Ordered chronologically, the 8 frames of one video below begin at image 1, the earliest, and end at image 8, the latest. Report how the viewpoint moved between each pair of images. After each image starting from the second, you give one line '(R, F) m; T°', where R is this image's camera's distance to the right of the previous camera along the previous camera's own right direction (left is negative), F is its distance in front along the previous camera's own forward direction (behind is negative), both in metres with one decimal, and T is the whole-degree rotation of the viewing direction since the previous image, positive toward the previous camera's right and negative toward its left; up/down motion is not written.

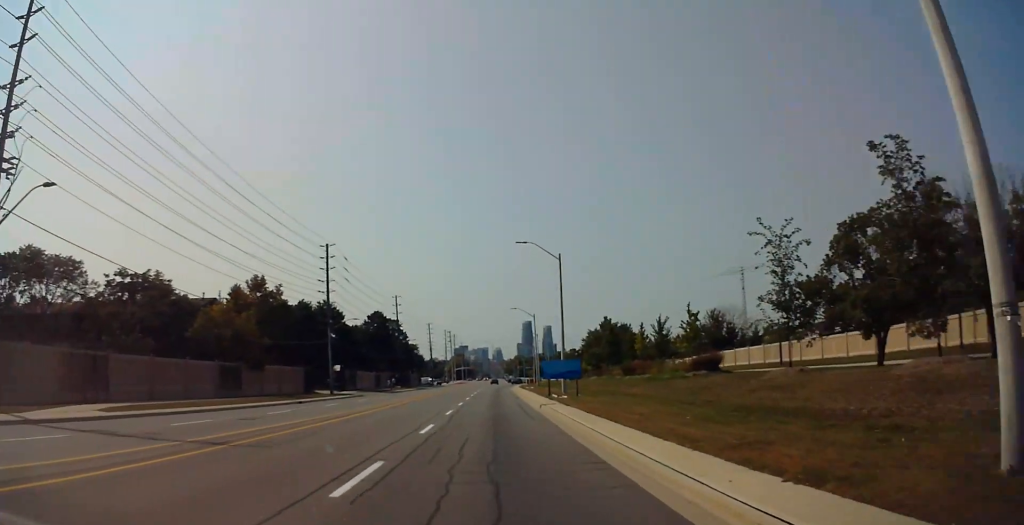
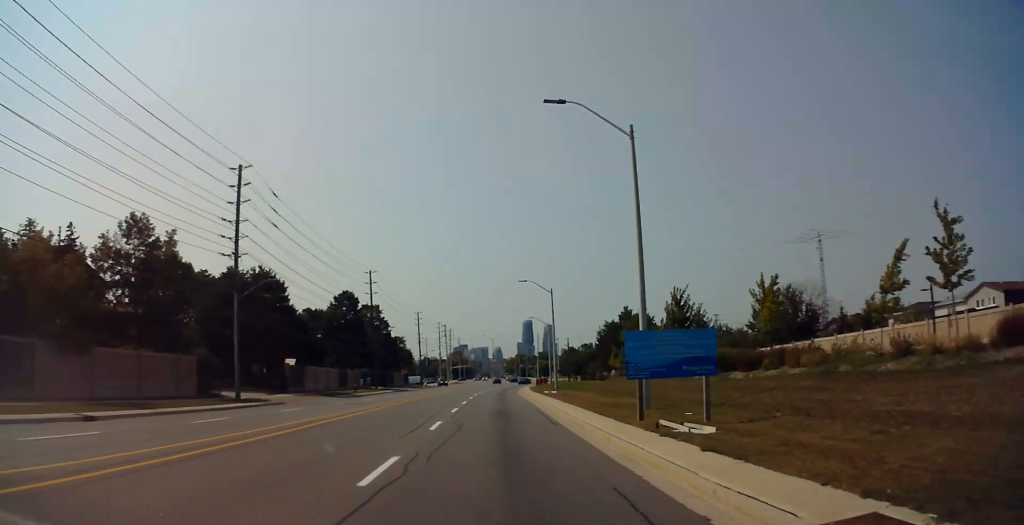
(+0.6, +27.2) m; +2°
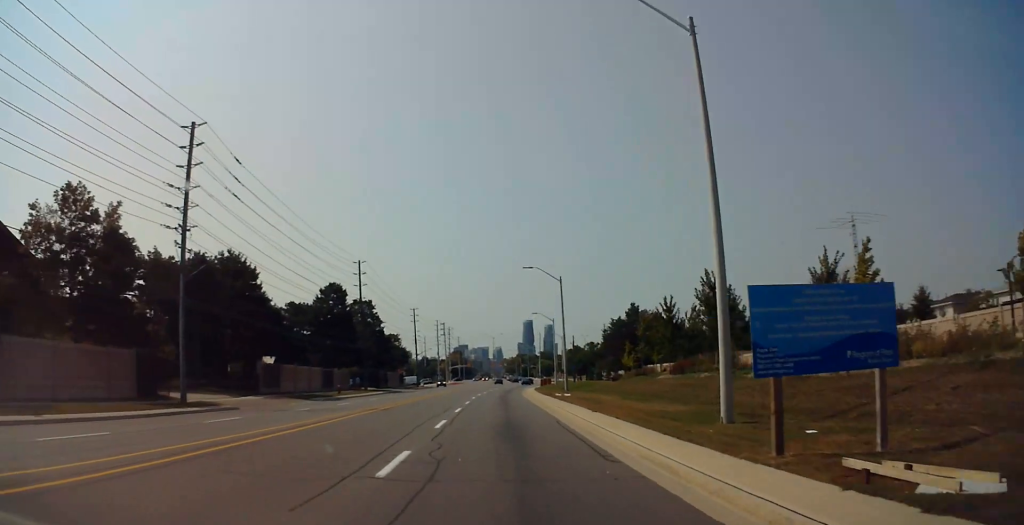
(0.0, +8.6) m; 0°
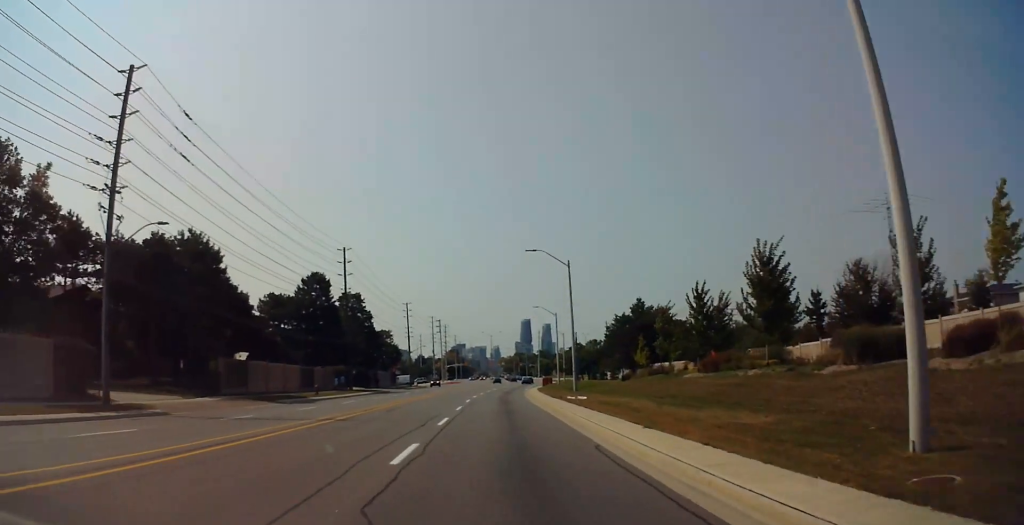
(0.0, +8.1) m; 0°
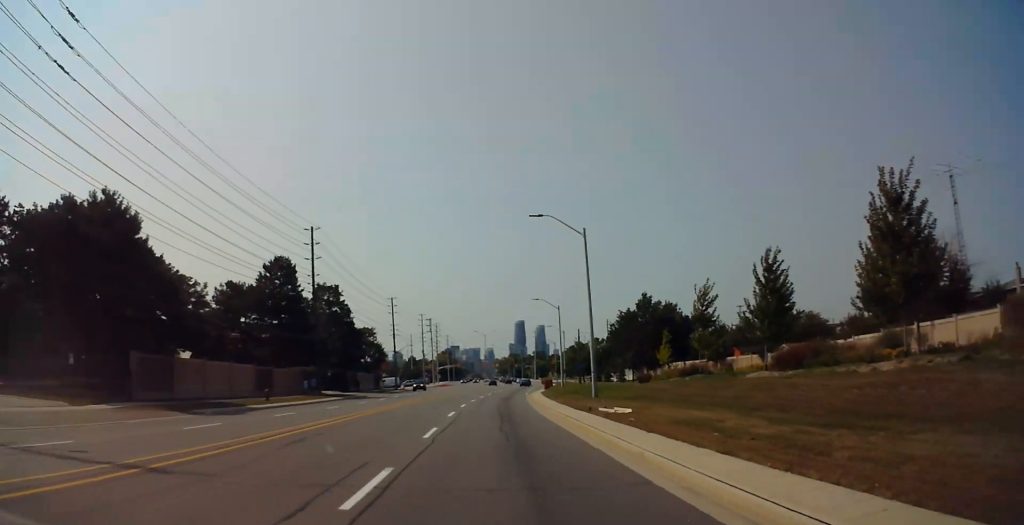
(+0.1, +12.4) m; -1°
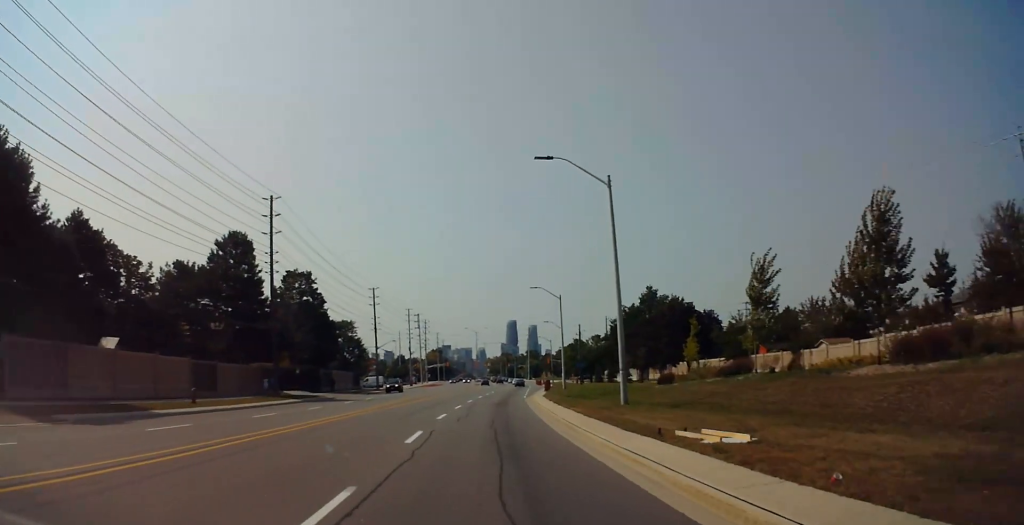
(-0.2, +11.2) m; 0°
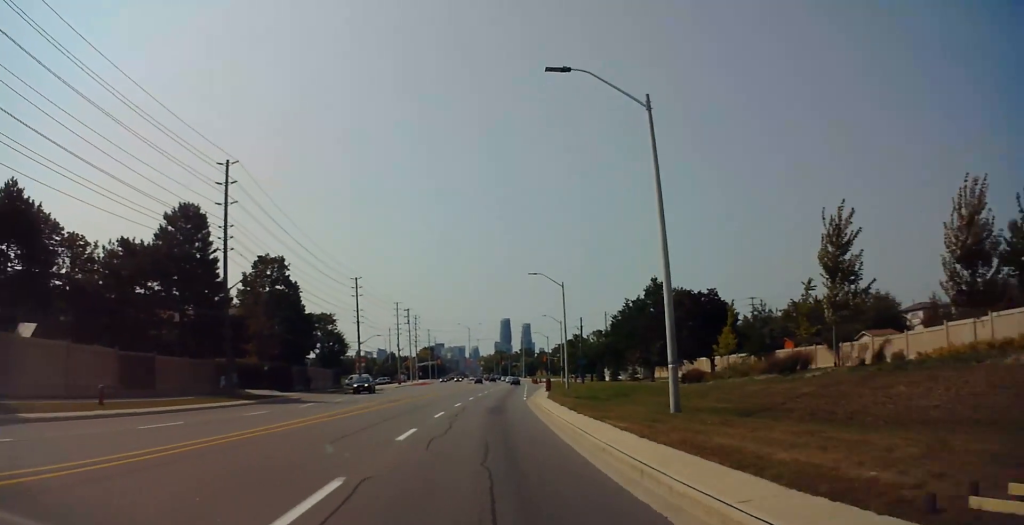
(0.0, +9.2) m; 0°
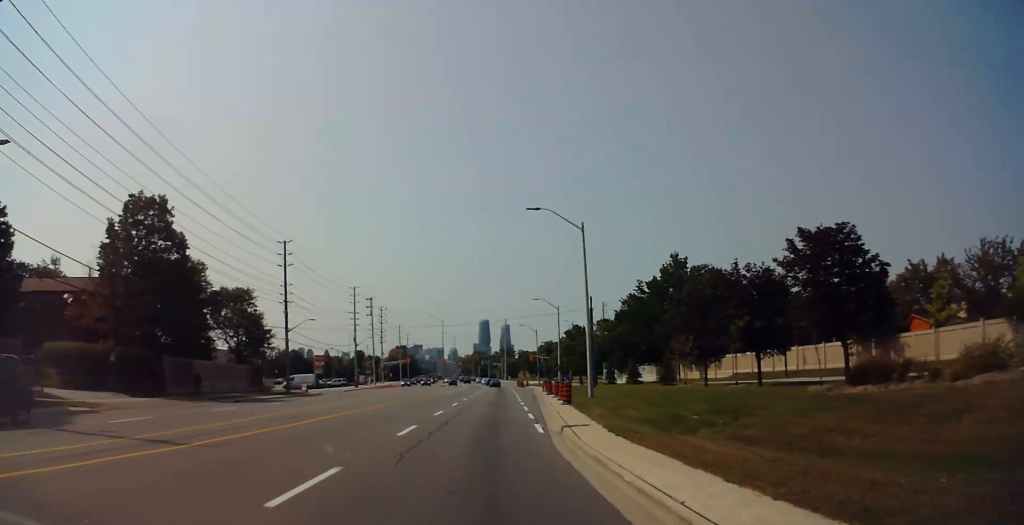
(-0.1, +26.3) m; -1°
